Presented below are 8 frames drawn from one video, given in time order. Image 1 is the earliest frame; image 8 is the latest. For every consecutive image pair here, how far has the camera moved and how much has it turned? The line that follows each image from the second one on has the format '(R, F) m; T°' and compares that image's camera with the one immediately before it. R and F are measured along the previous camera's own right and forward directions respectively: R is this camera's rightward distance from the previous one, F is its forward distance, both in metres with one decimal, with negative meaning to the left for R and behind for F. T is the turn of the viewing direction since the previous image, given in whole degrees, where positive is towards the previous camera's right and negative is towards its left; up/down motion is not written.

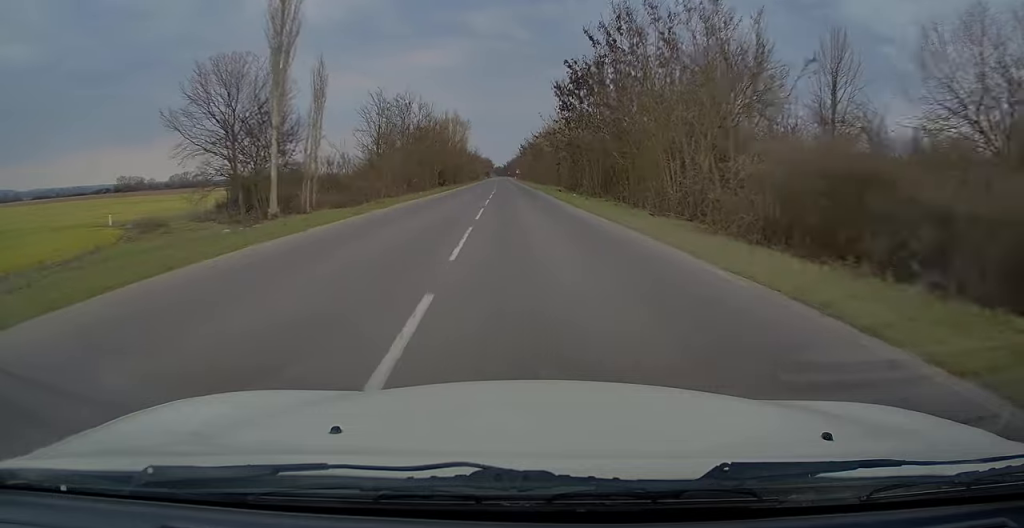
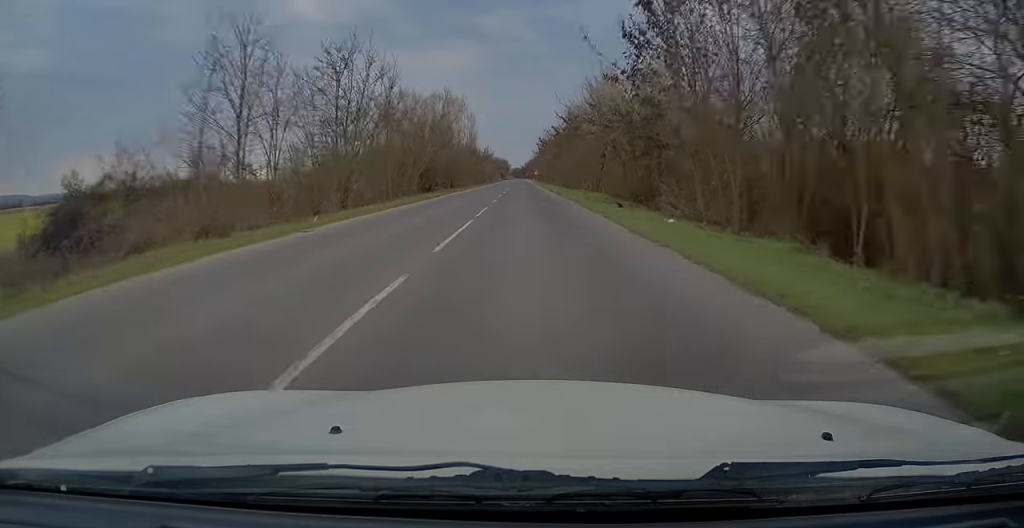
(0.0, +25.9) m; -1°
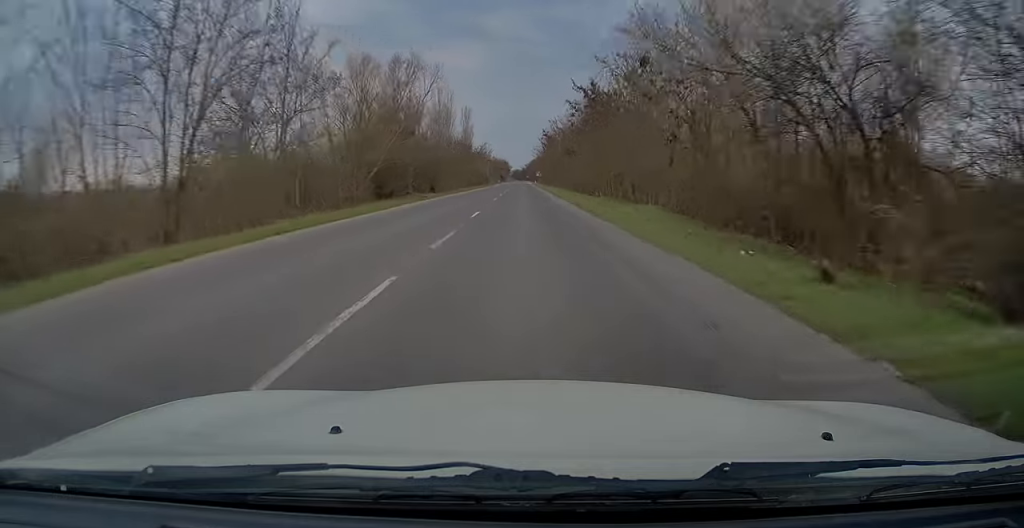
(-0.1, +17.7) m; -1°
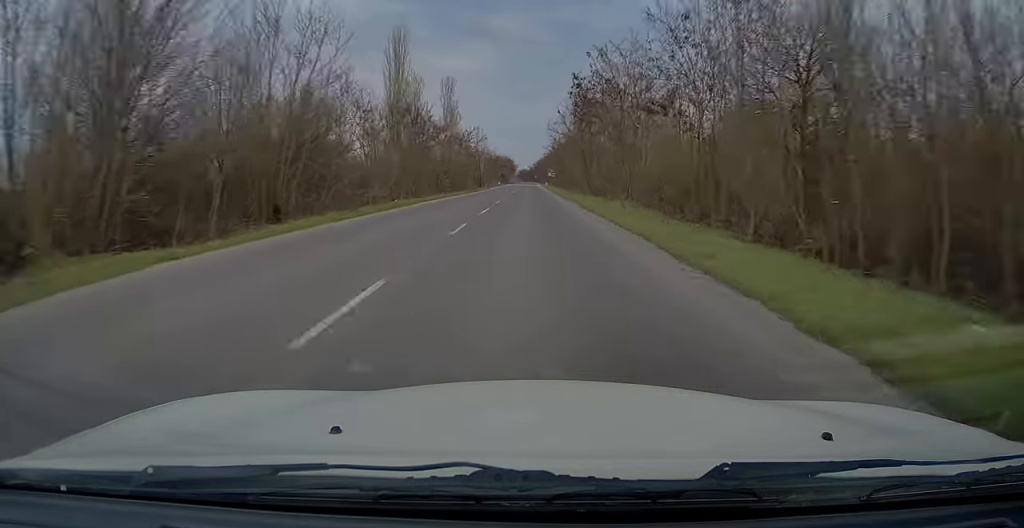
(-0.4, +42.0) m; -1°
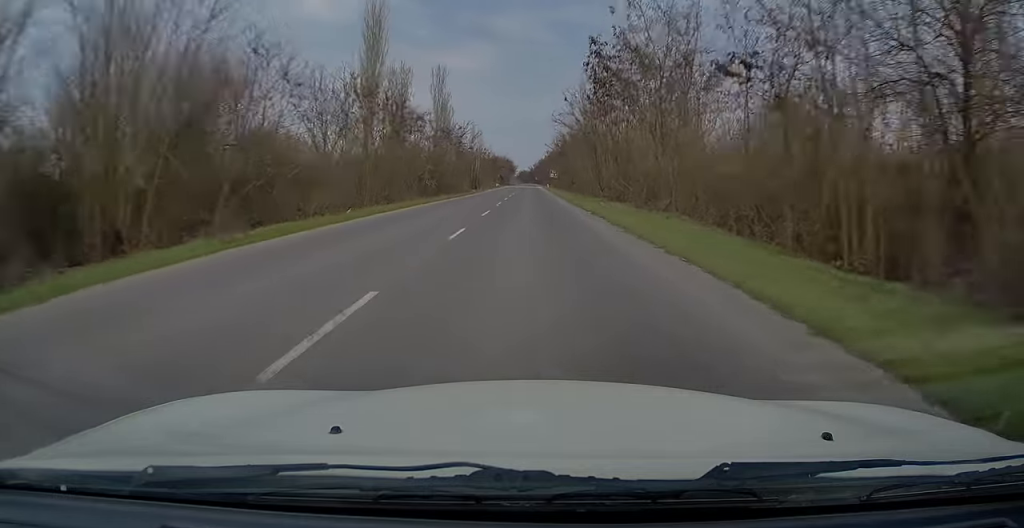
(0.0, +9.6) m; 0°
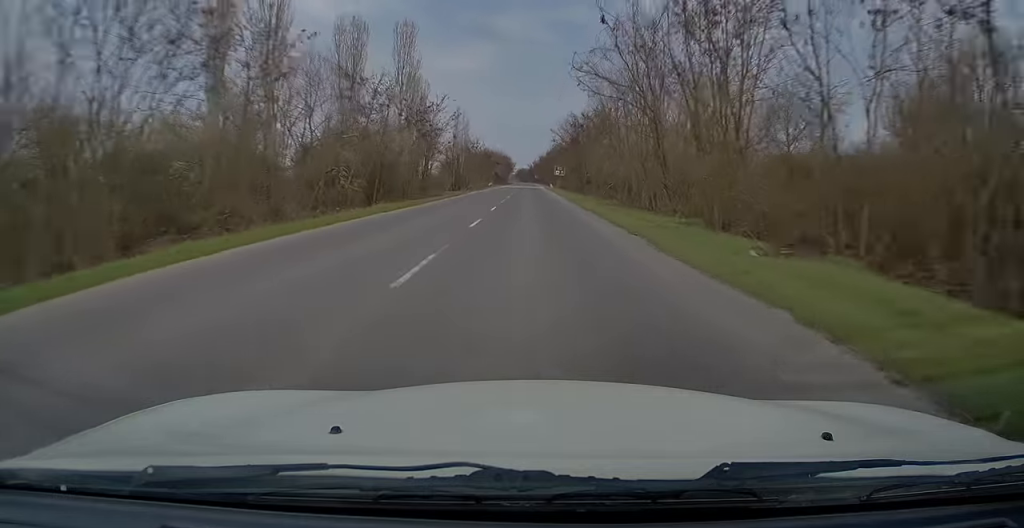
(-0.2, +23.0) m; 0°
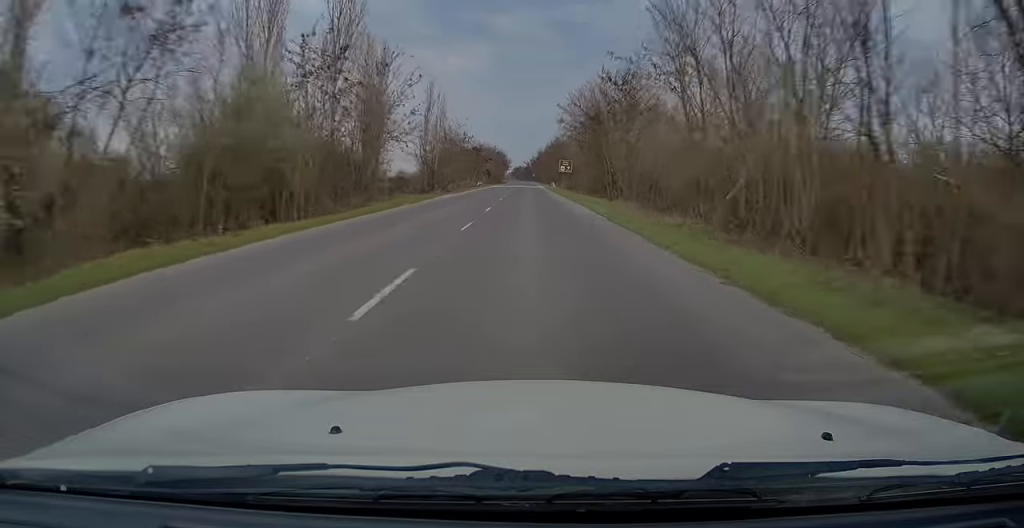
(0.0, +19.6) m; 0°
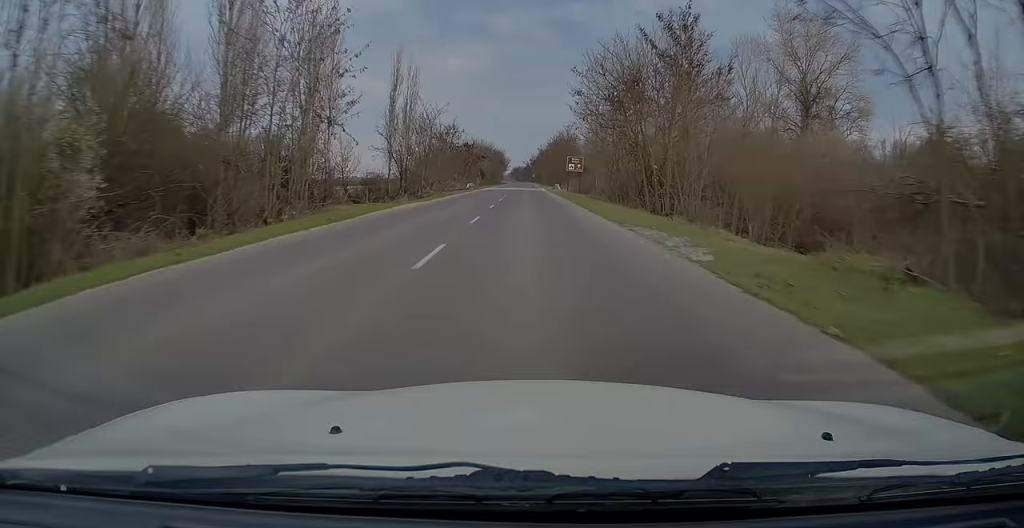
(+0.3, +14.8) m; 0°
